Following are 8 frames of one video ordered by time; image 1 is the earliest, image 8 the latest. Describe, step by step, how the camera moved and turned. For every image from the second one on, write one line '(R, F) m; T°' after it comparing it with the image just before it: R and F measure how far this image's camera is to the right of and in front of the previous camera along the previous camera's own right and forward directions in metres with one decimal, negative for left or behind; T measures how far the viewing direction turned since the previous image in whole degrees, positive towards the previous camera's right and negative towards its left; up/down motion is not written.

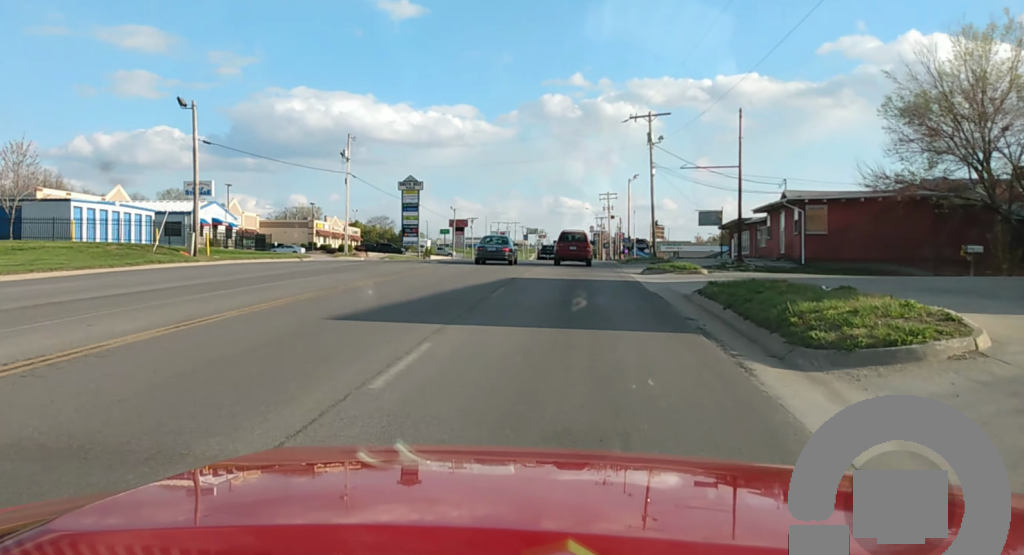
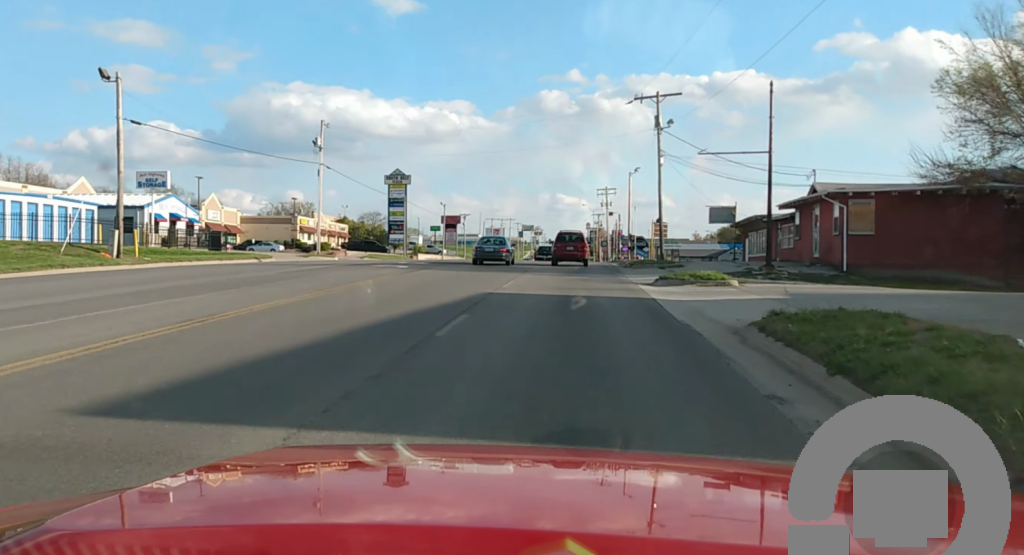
(0.0, +7.9) m; +1°
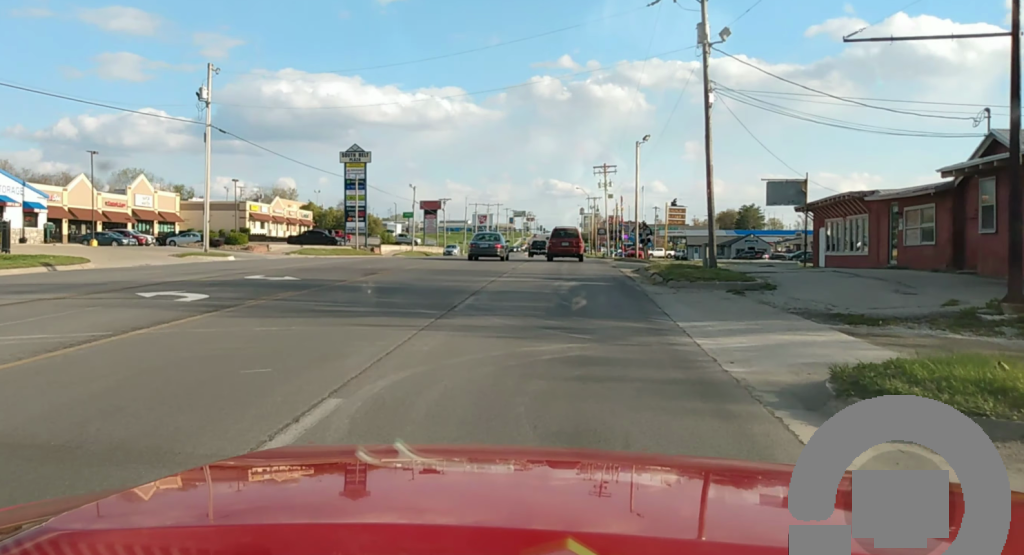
(+0.5, +20.3) m; +1°
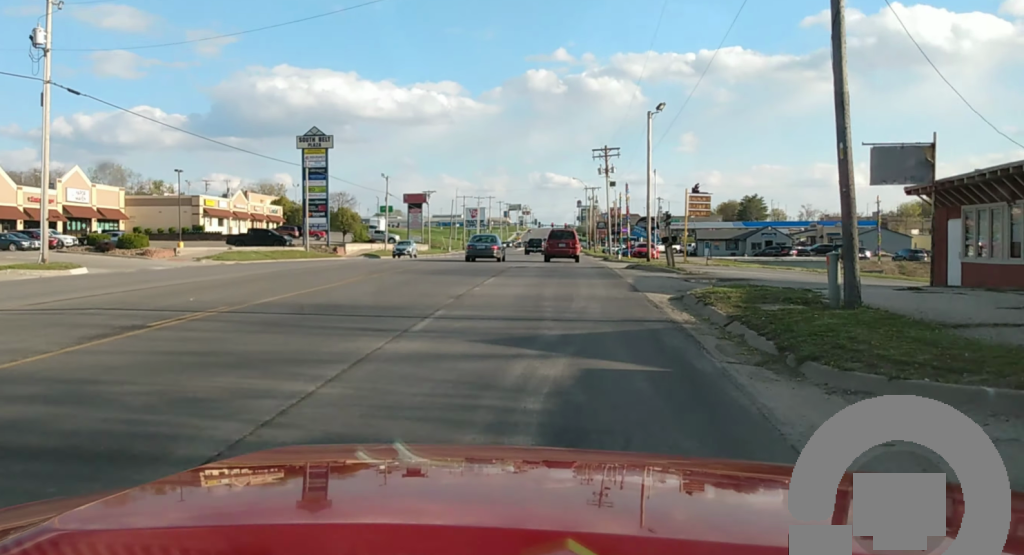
(-0.2, +15.9) m; 0°
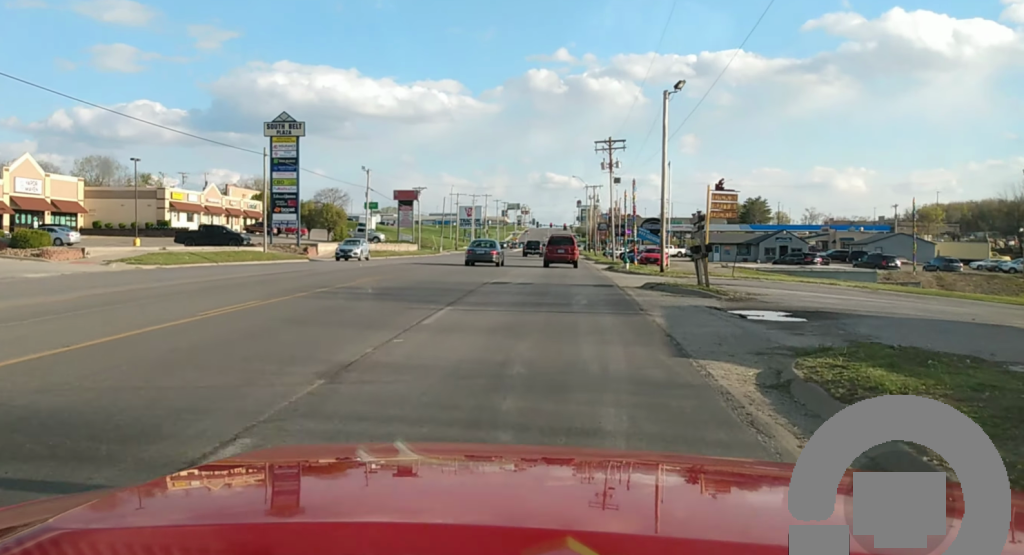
(+0.2, +10.0) m; -1°
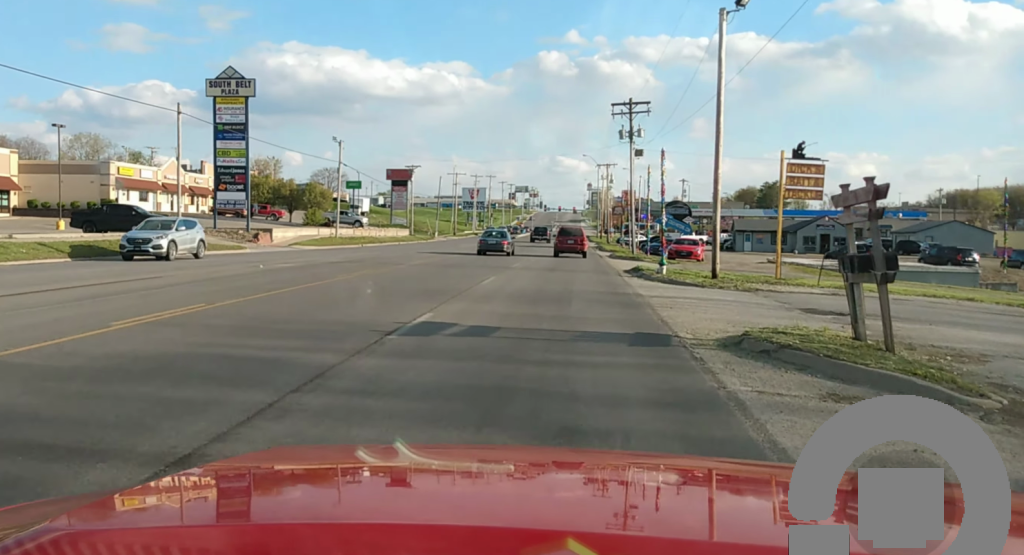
(-0.4, +15.8) m; -1°
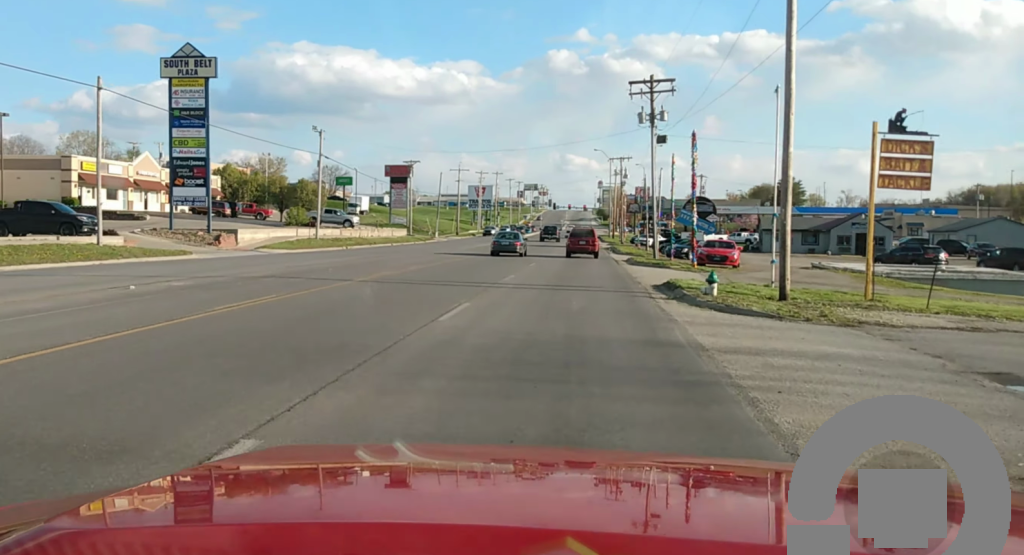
(+0.1, +8.8) m; 0°
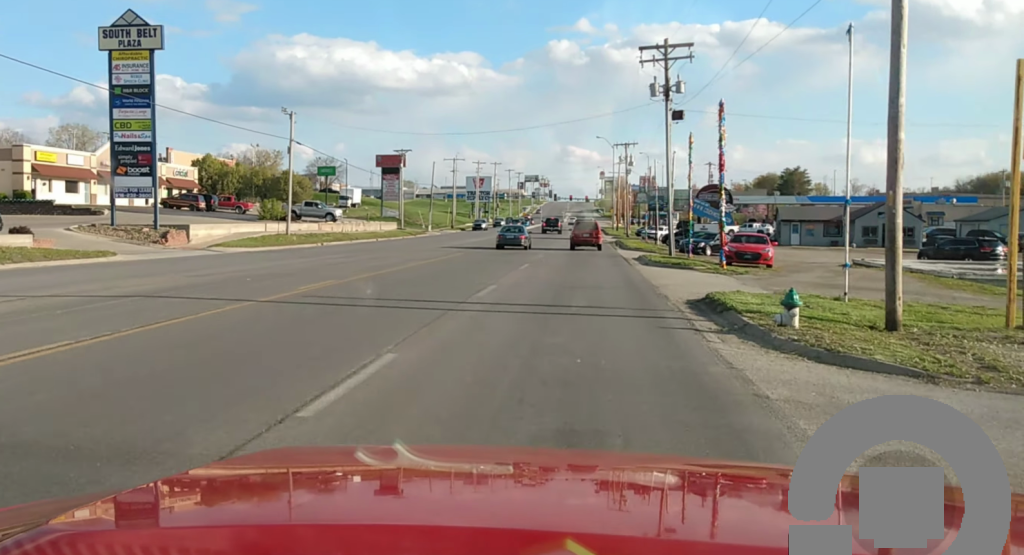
(+0.1, +7.8) m; 0°
